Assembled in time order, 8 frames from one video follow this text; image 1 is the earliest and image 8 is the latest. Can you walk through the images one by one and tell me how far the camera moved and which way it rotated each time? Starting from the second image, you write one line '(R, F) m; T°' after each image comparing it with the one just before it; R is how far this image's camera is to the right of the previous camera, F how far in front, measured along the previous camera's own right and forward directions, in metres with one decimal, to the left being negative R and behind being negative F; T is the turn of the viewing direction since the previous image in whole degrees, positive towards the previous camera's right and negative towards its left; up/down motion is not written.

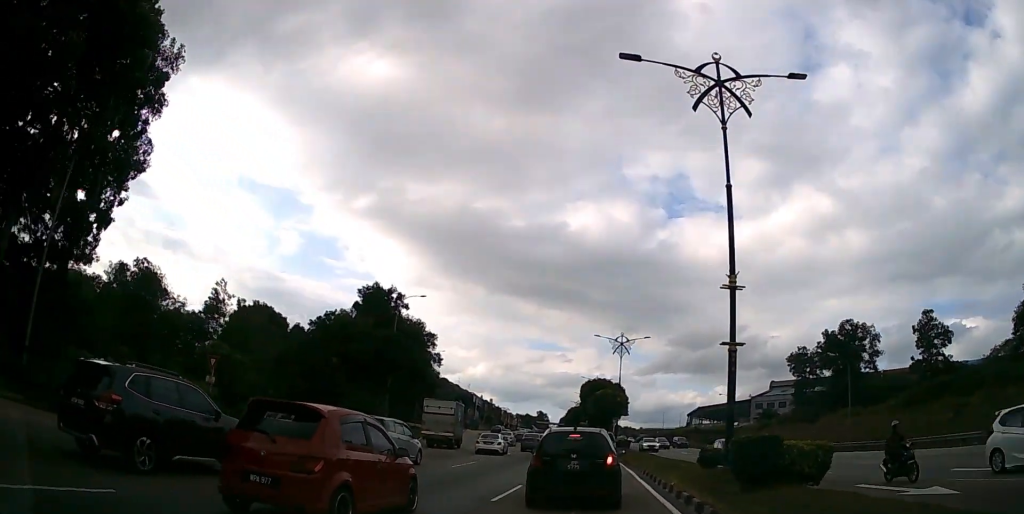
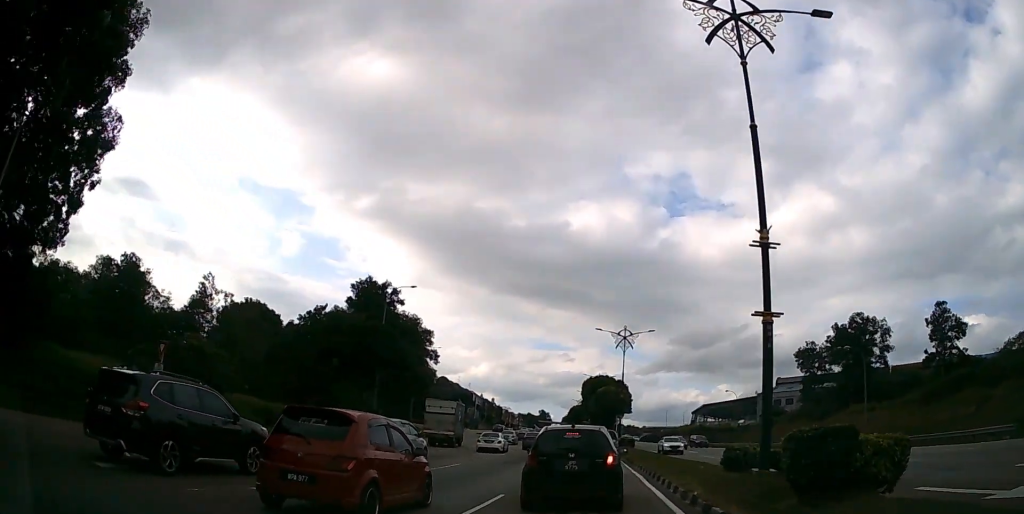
(0.0, +3.3) m; 0°
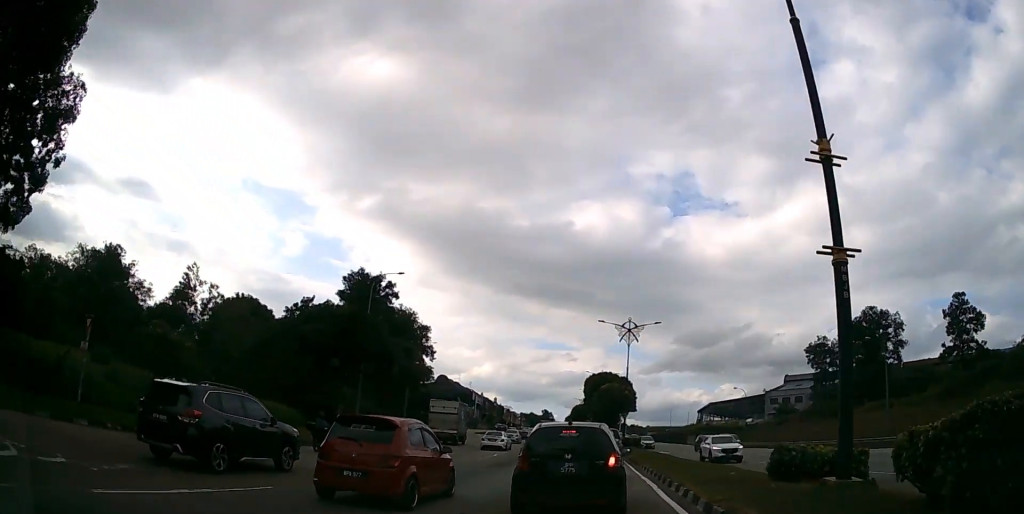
(0.0, +4.0) m; 0°
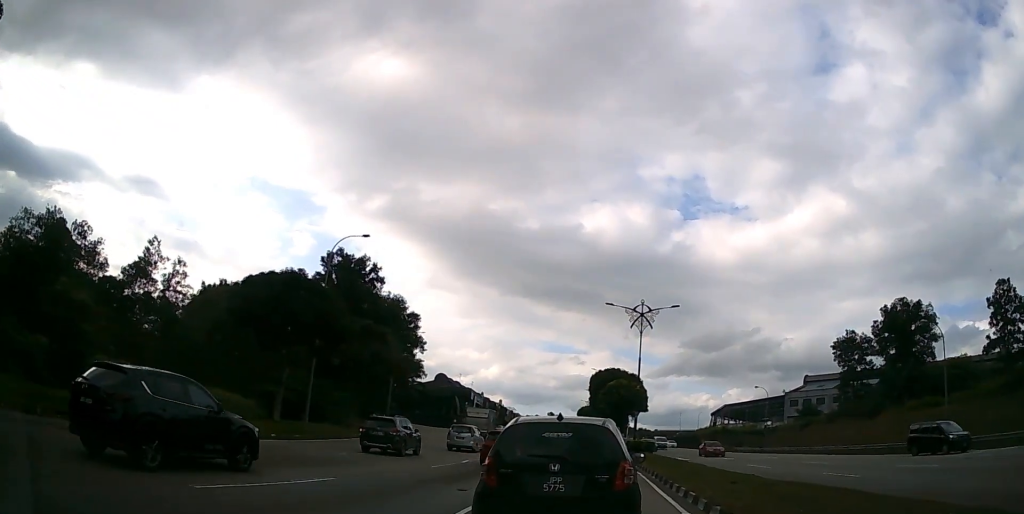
(0.0, +9.2) m; 0°
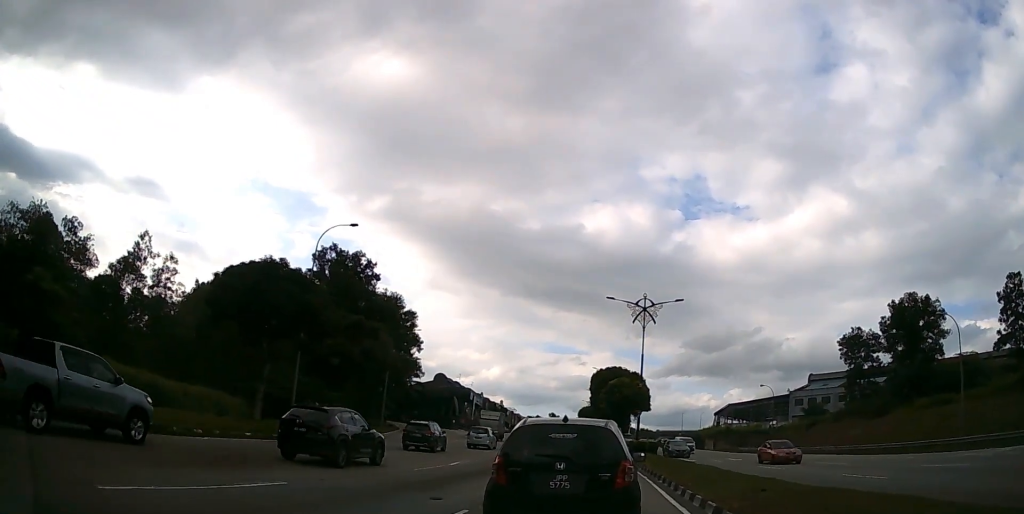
(0.0, +2.0) m; +1°
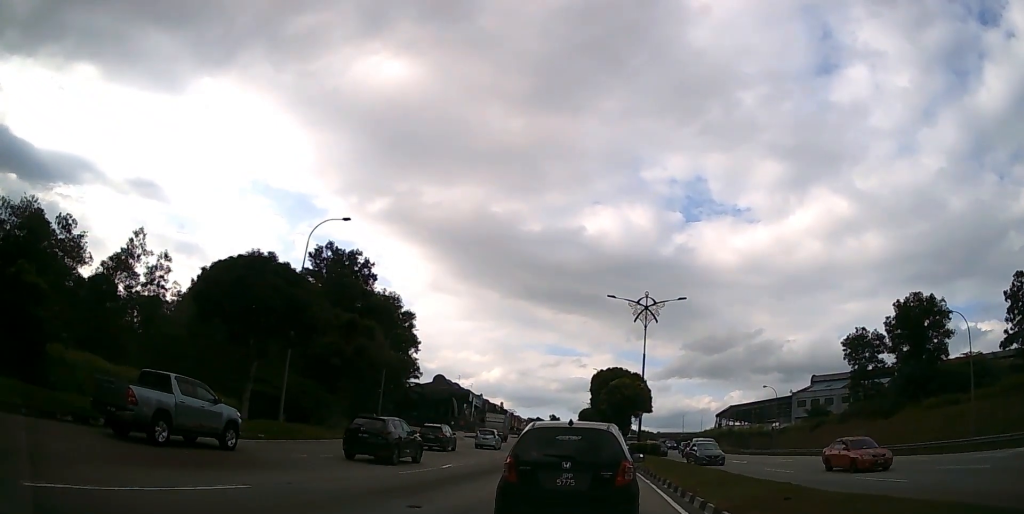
(0.0, +1.1) m; 0°
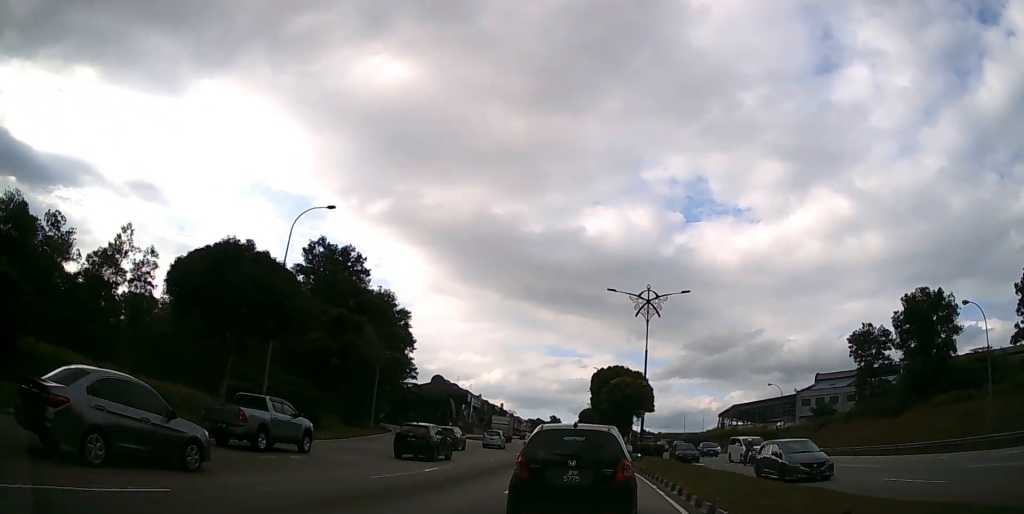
(0.0, +1.8) m; -1°
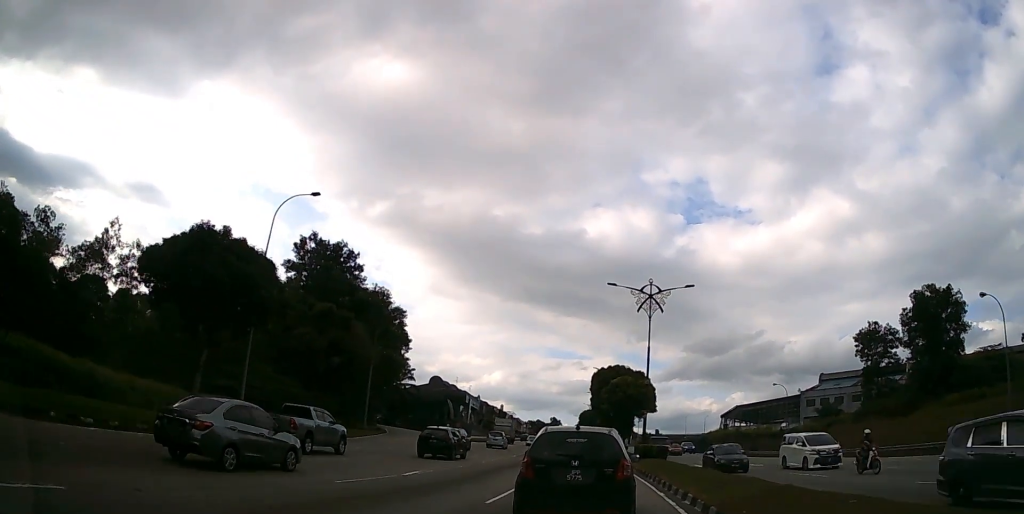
(0.0, +1.8) m; -1°
